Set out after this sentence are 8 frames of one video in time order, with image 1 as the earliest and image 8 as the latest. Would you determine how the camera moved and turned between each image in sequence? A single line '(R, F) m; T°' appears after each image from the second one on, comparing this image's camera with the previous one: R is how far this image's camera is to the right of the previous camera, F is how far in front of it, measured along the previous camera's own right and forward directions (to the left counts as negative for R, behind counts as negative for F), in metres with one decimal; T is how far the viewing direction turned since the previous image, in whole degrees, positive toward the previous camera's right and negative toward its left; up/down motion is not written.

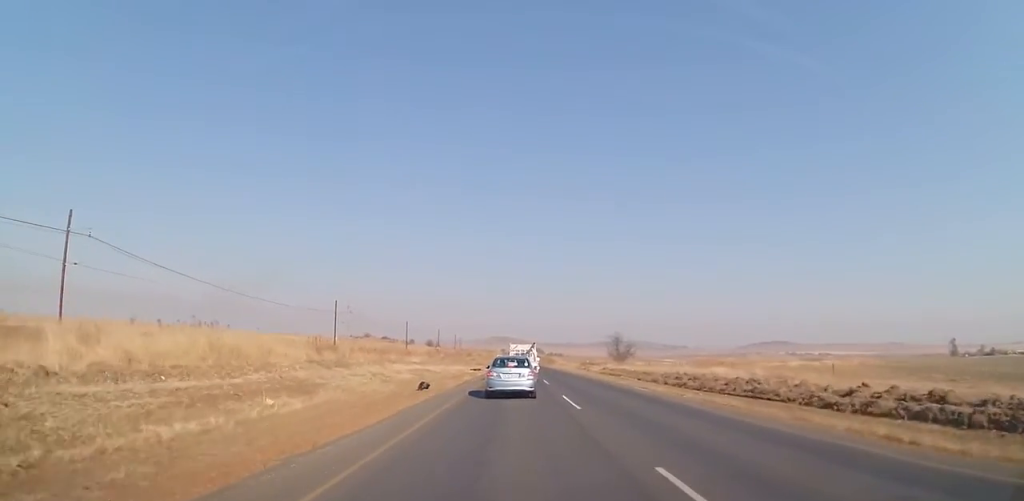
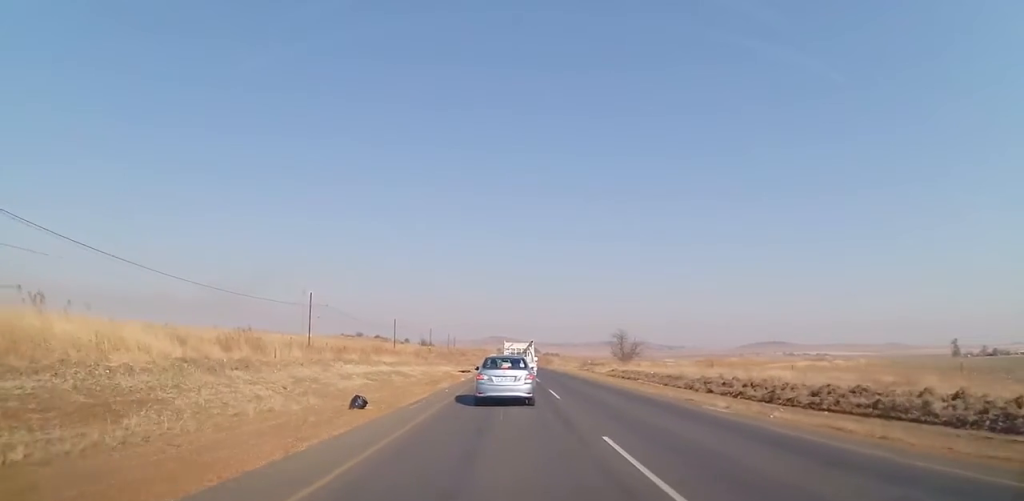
(0.0, +10.5) m; +2°
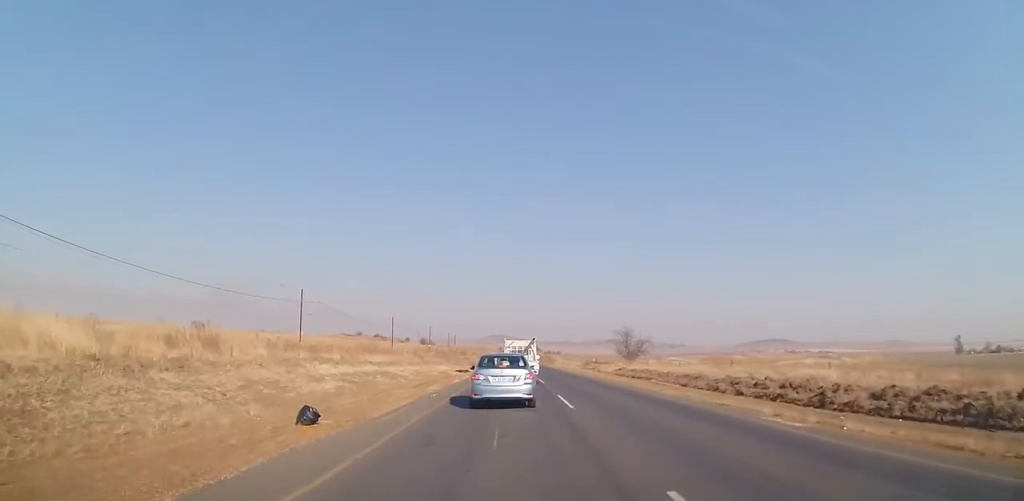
(+0.1, +4.3) m; +1°
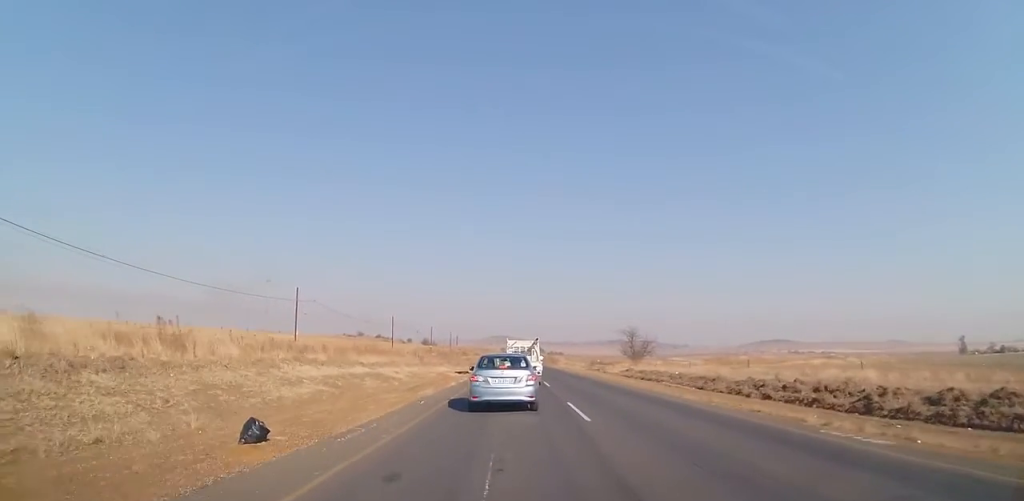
(+0.1, +3.0) m; 0°
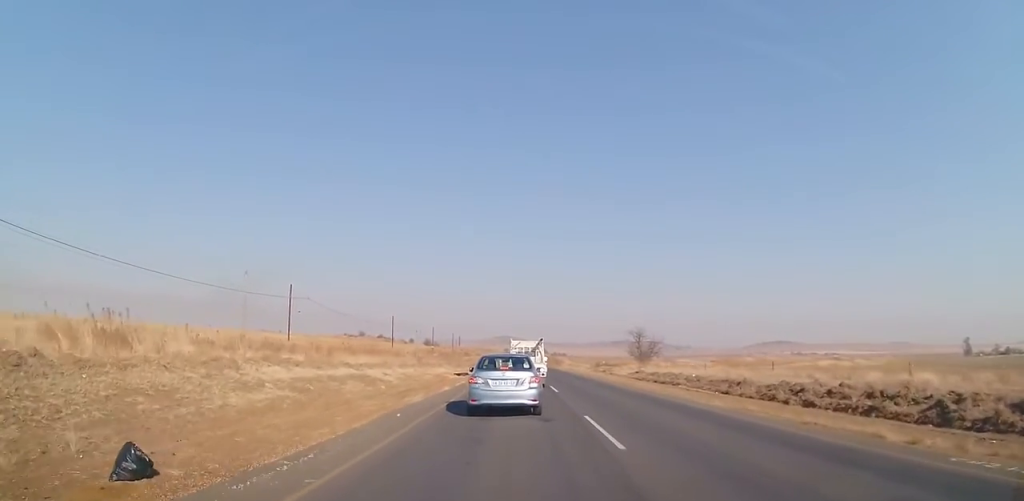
(-0.1, +3.8) m; -1°
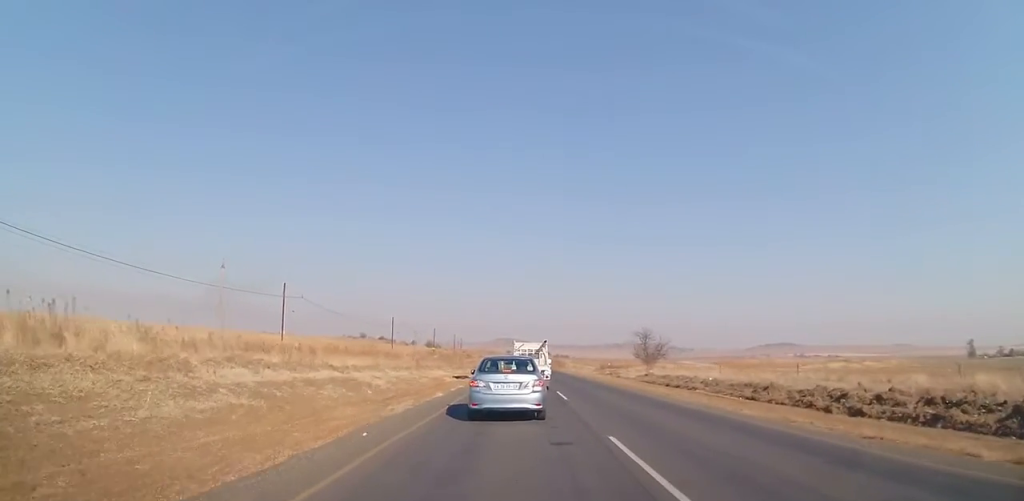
(-0.1, +3.5) m; -1°
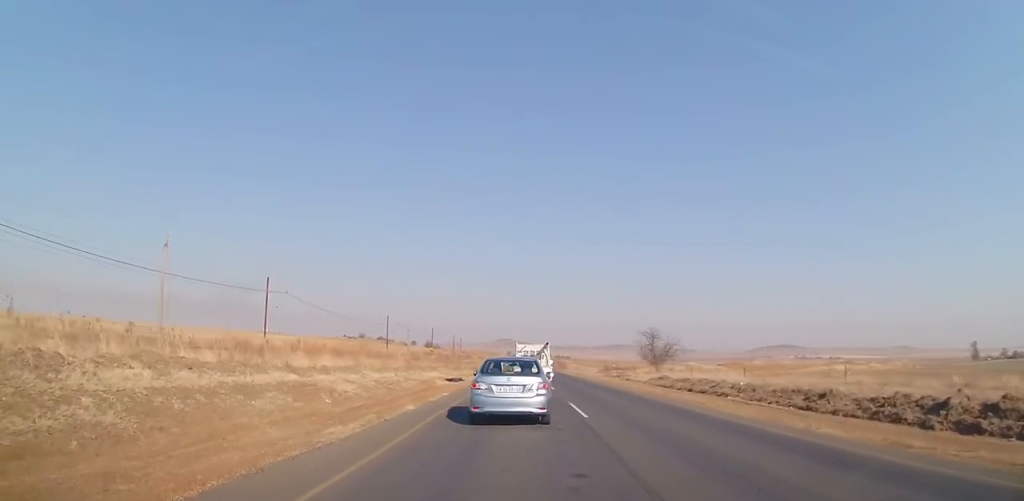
(0.0, +6.0) m; -1°
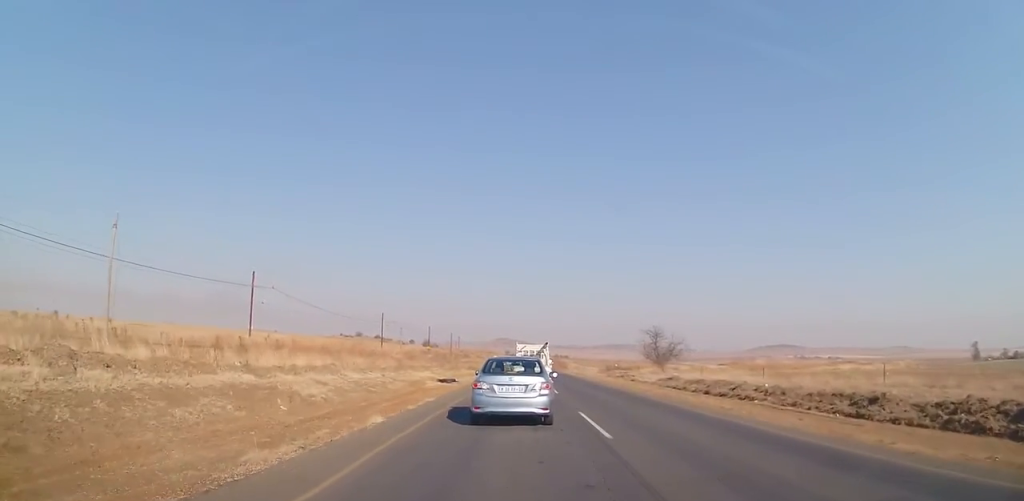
(0.0, +3.8) m; 0°
